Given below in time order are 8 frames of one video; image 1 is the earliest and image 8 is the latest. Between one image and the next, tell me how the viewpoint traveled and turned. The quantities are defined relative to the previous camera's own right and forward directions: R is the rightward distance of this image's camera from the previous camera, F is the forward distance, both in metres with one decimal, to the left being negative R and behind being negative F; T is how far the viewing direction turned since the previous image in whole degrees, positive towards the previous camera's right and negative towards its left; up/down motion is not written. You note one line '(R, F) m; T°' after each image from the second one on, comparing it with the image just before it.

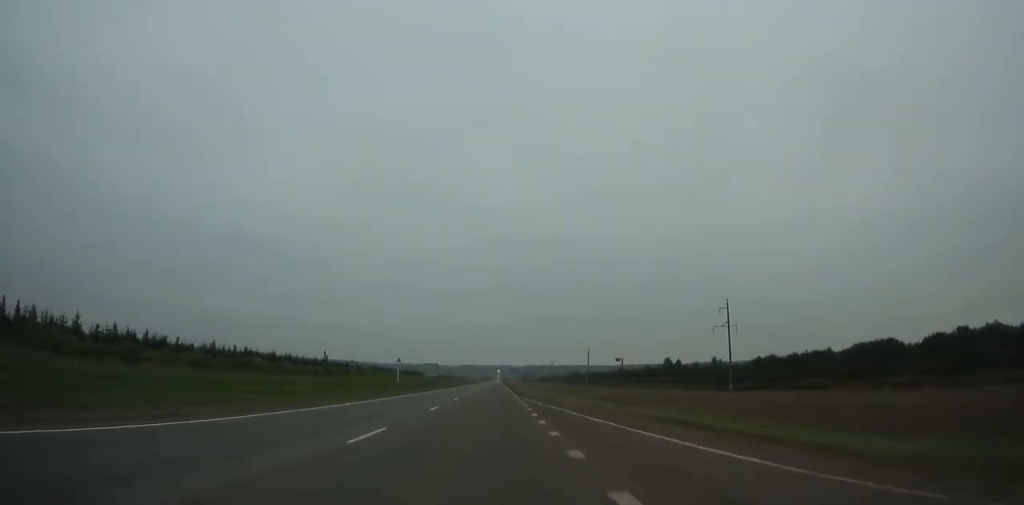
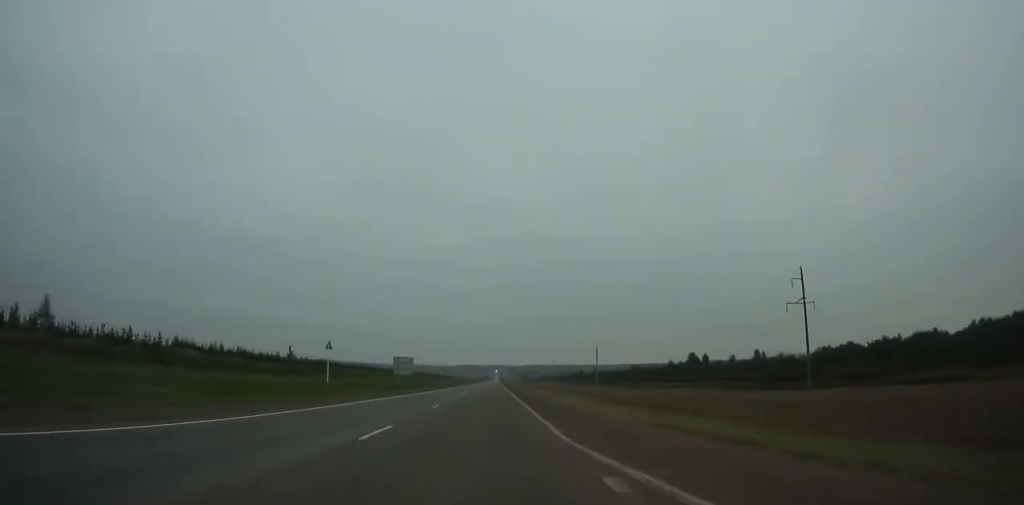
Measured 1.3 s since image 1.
(0.0, +34.4) m; 0°
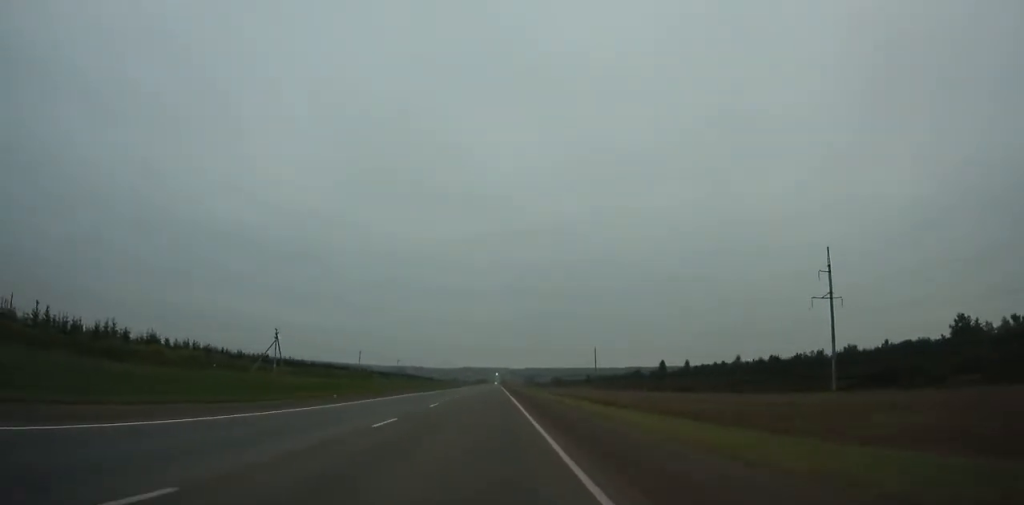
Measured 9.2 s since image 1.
(+0.9, +215.2) m; 0°
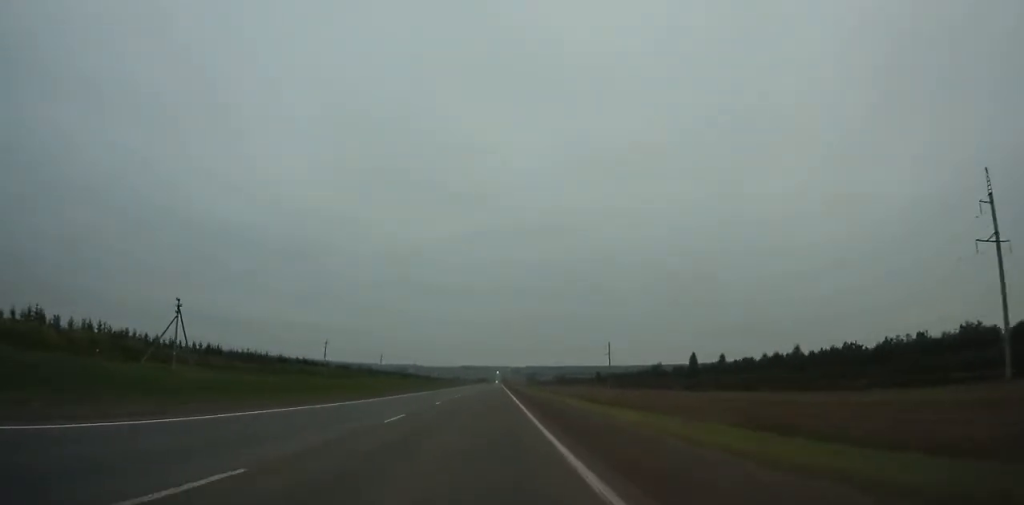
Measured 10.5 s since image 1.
(0.0, +36.1) m; 0°
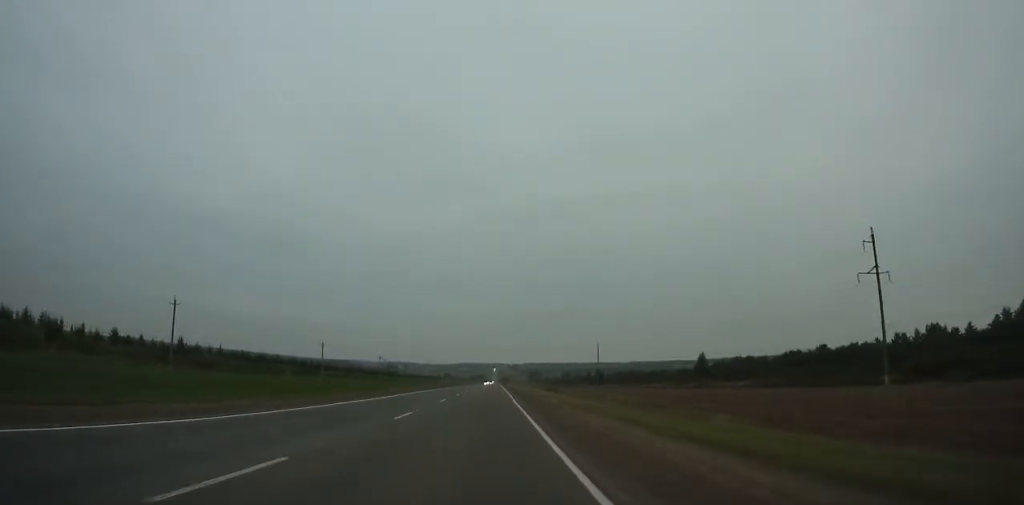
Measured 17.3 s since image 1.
(-0.1, +191.8) m; 0°
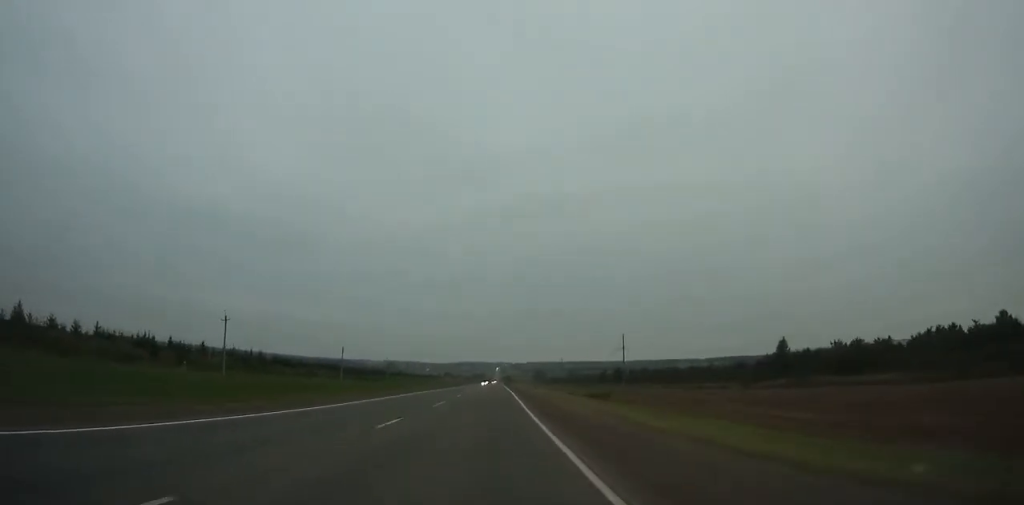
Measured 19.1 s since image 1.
(+0.1, +51.4) m; 0°
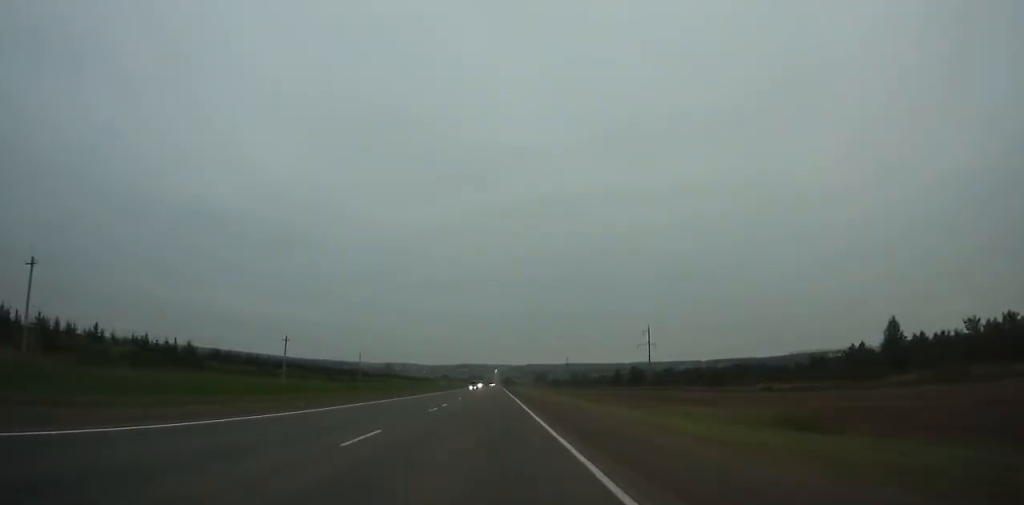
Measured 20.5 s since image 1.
(-0.1, +40.2) m; 0°
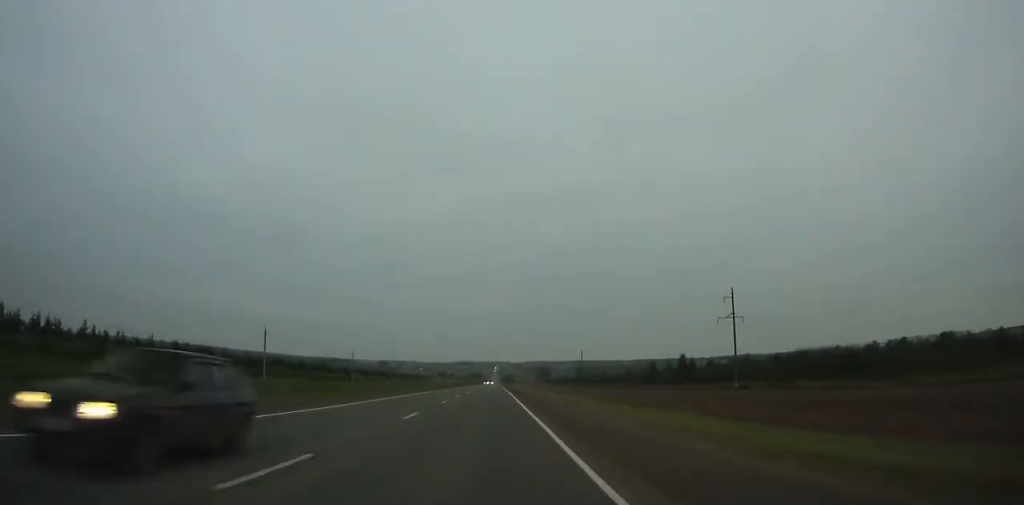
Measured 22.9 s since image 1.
(-0.1, +69.2) m; 0°
